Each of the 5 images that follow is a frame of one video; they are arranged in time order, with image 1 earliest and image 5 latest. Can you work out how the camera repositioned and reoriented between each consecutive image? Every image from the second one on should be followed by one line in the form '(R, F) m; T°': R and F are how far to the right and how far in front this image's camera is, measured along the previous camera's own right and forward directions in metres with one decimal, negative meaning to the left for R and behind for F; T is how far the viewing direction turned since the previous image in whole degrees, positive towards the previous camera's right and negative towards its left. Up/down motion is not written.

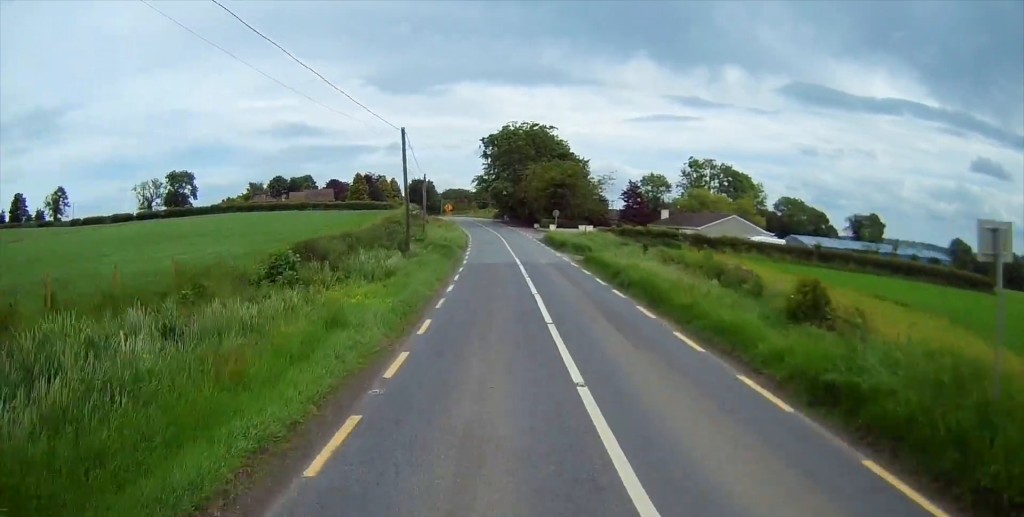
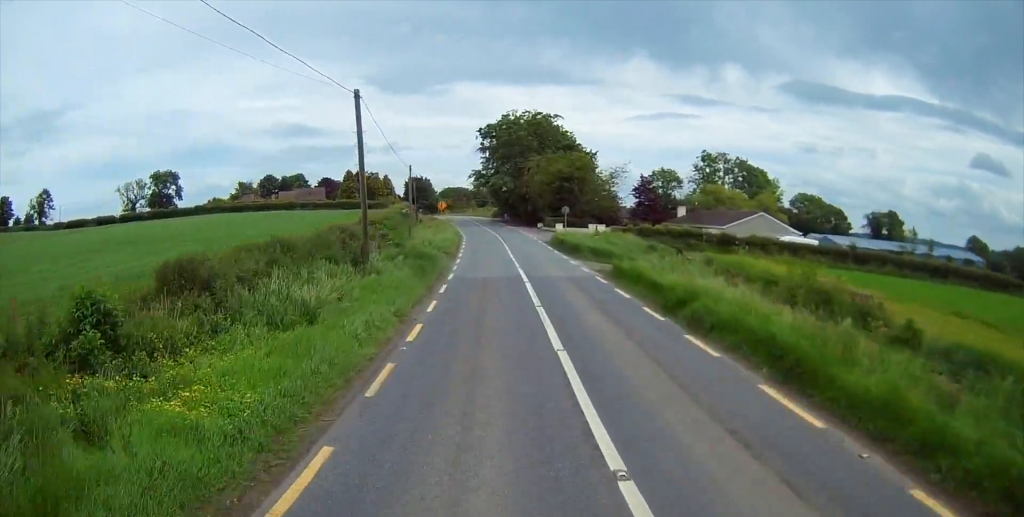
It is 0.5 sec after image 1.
(+0.1, +9.5) m; 0°
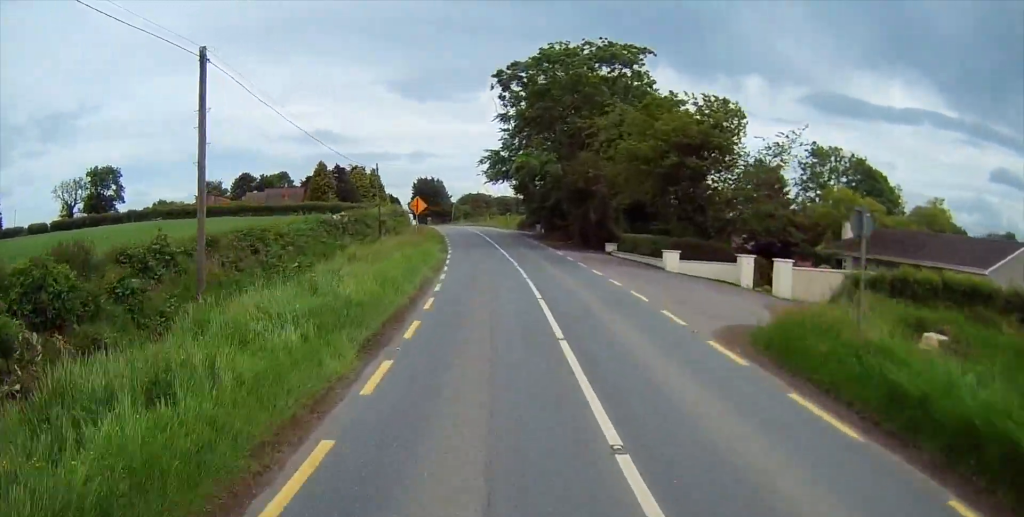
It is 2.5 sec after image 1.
(-1.2, +41.2) m; -3°
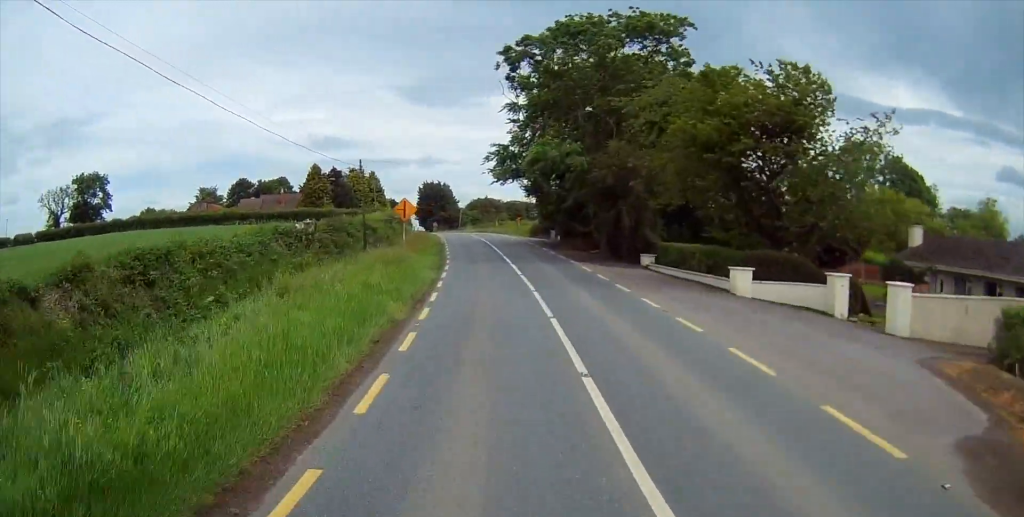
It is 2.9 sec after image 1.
(+0.1, +8.8) m; 0°
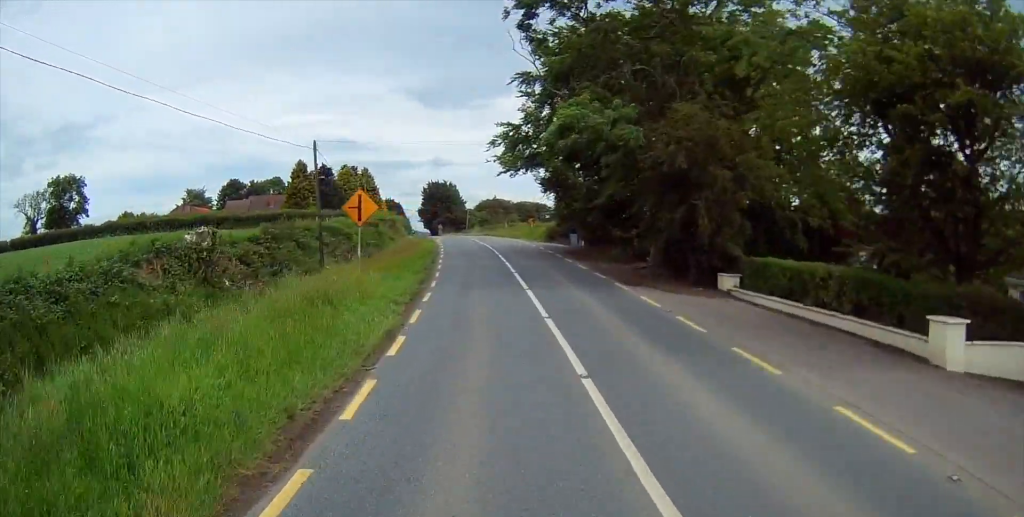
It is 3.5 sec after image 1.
(0.0, +12.1) m; 0°
